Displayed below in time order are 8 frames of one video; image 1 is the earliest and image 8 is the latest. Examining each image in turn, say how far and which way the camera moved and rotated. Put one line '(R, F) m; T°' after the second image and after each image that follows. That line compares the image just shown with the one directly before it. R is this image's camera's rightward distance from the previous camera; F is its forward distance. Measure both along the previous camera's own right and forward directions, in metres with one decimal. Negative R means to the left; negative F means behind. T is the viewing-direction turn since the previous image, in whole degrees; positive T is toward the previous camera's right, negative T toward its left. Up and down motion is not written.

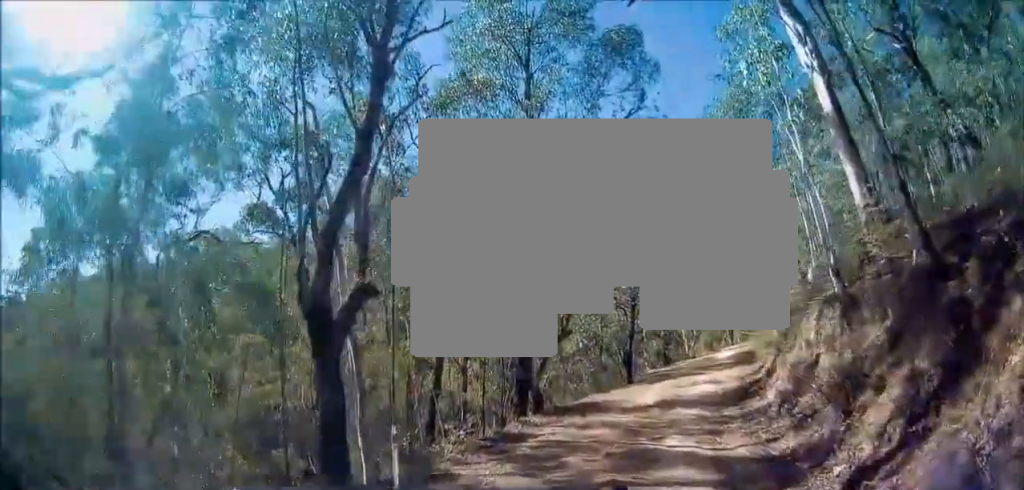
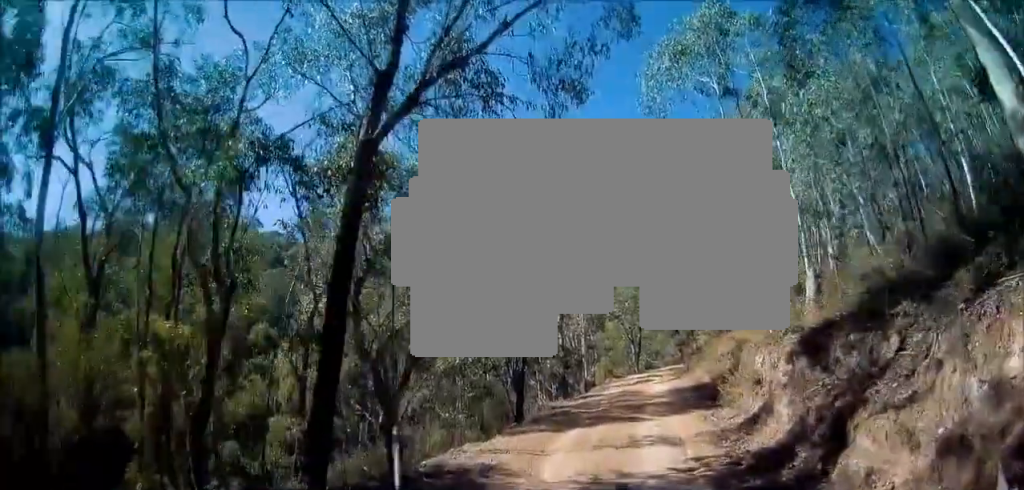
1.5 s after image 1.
(-0.1, +5.8) m; +2°
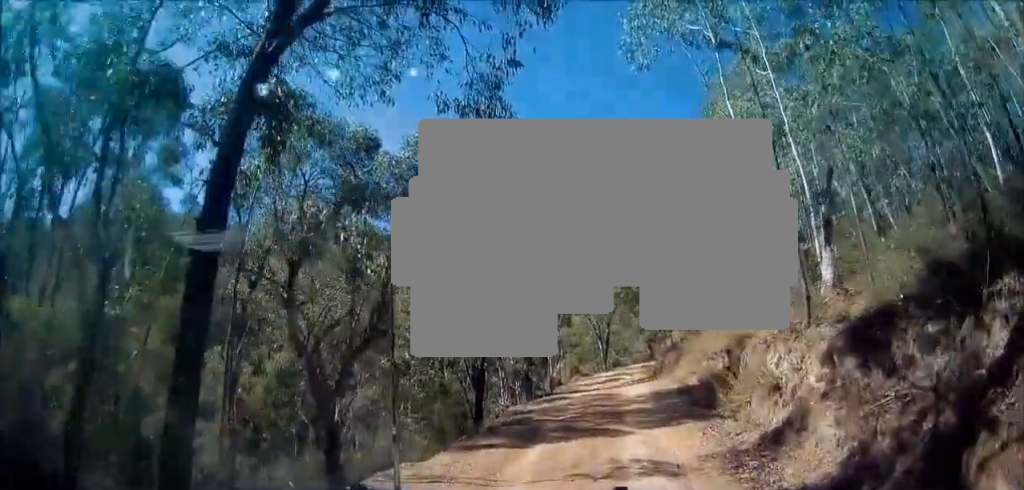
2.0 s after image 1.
(0.0, +2.1) m; +2°
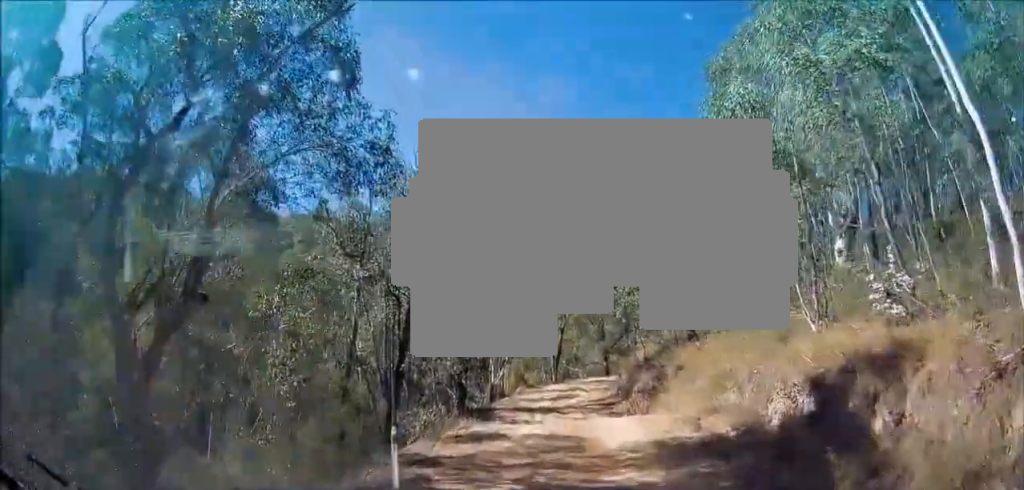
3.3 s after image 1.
(+0.5, +5.8) m; +8°
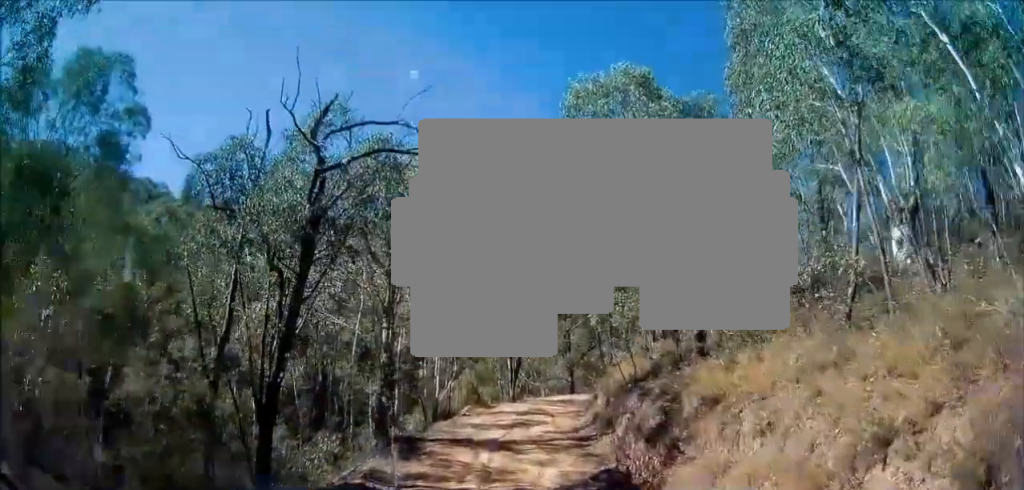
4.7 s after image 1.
(+0.5, +6.4) m; +4°
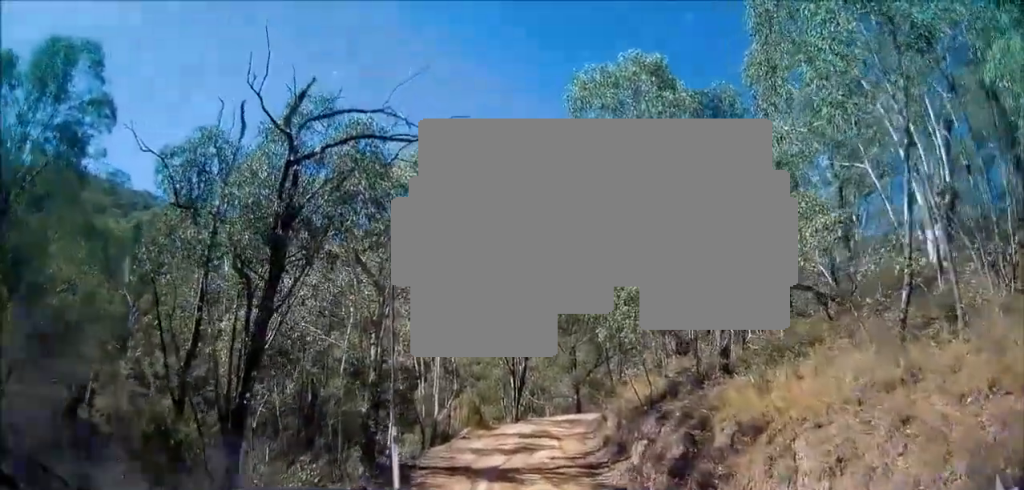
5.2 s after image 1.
(0.0, +1.8) m; -1°
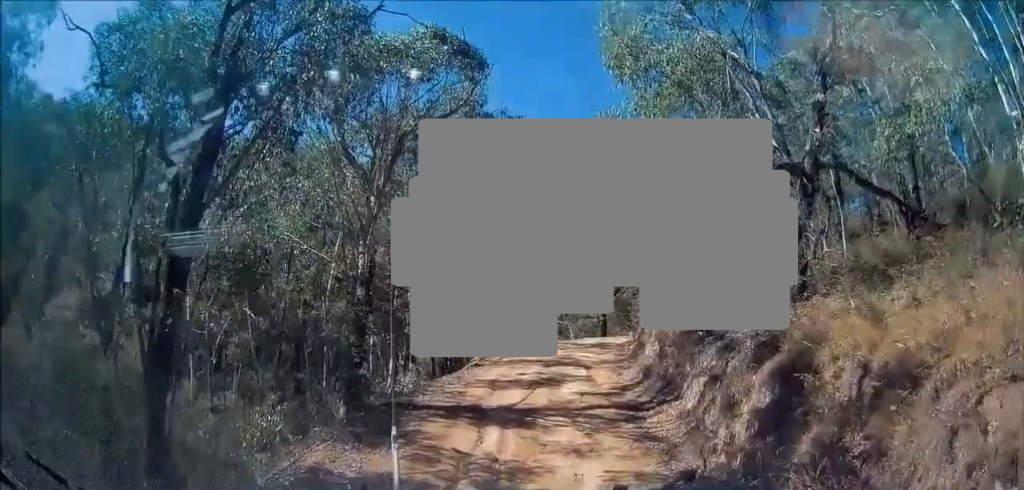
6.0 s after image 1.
(-0.1, +3.6) m; -5°
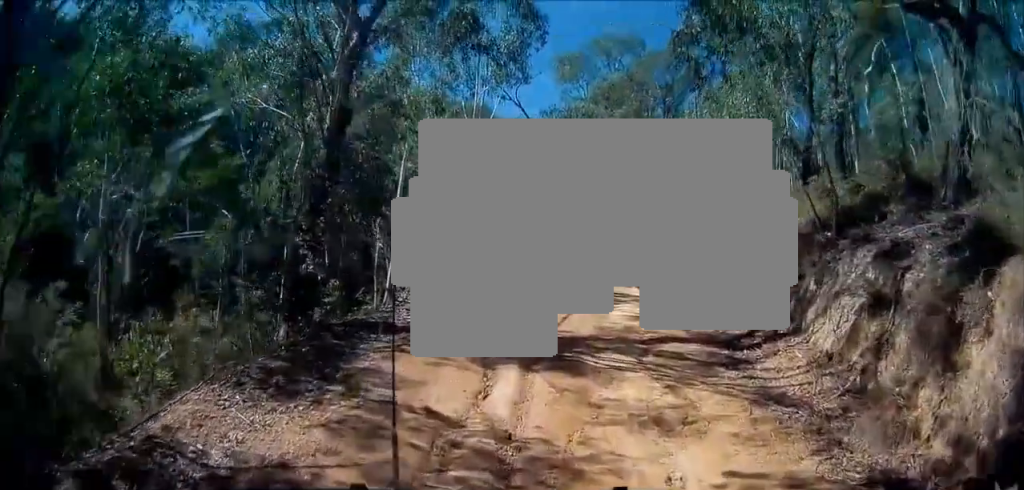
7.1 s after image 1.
(-0.1, +4.4) m; +3°
